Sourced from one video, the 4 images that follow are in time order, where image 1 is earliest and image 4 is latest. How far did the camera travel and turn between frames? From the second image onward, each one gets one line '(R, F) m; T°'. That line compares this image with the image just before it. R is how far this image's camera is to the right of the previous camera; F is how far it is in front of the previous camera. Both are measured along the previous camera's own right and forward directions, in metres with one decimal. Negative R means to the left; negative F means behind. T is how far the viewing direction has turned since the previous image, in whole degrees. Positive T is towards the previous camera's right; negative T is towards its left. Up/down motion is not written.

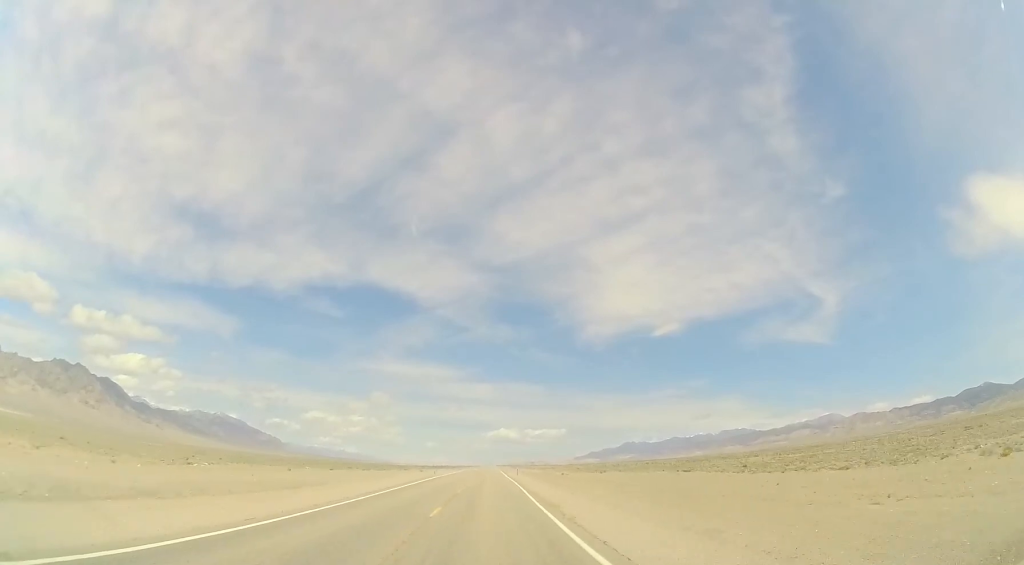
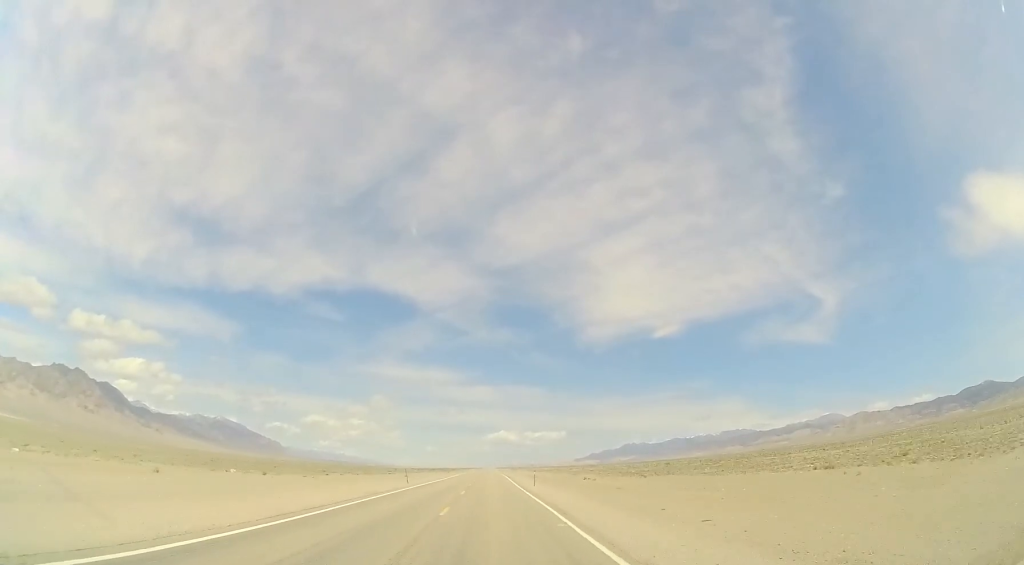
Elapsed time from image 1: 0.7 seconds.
(-0.1, +24.7) m; 0°
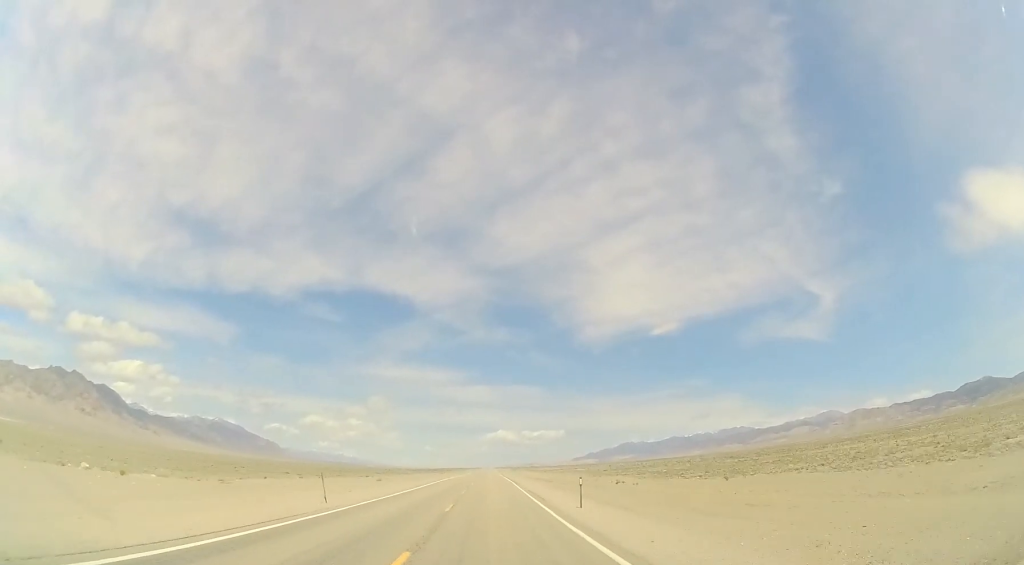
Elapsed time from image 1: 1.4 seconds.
(0.0, +22.4) m; 0°
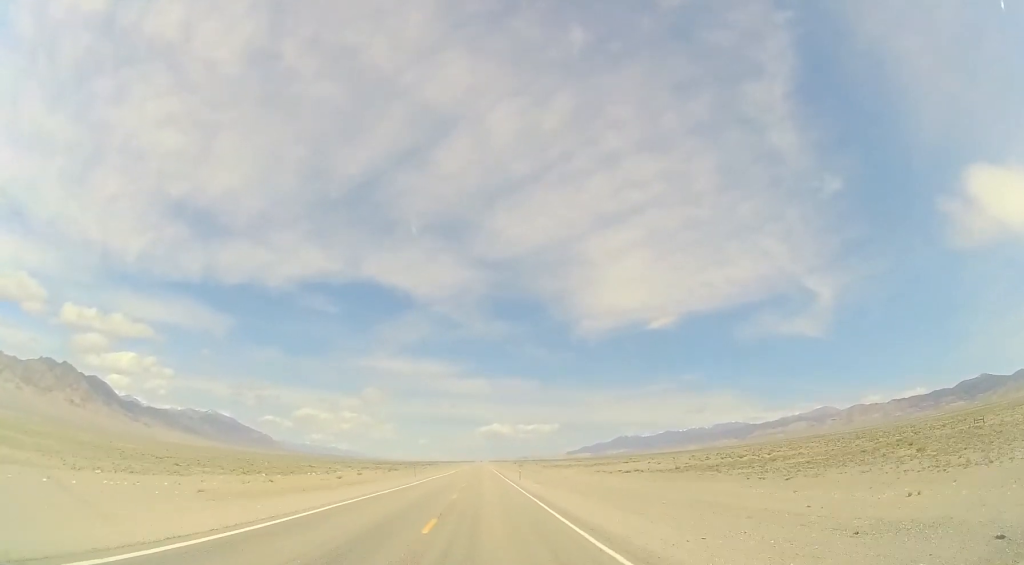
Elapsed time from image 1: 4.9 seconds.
(+0.5, +117.1) m; +2°
